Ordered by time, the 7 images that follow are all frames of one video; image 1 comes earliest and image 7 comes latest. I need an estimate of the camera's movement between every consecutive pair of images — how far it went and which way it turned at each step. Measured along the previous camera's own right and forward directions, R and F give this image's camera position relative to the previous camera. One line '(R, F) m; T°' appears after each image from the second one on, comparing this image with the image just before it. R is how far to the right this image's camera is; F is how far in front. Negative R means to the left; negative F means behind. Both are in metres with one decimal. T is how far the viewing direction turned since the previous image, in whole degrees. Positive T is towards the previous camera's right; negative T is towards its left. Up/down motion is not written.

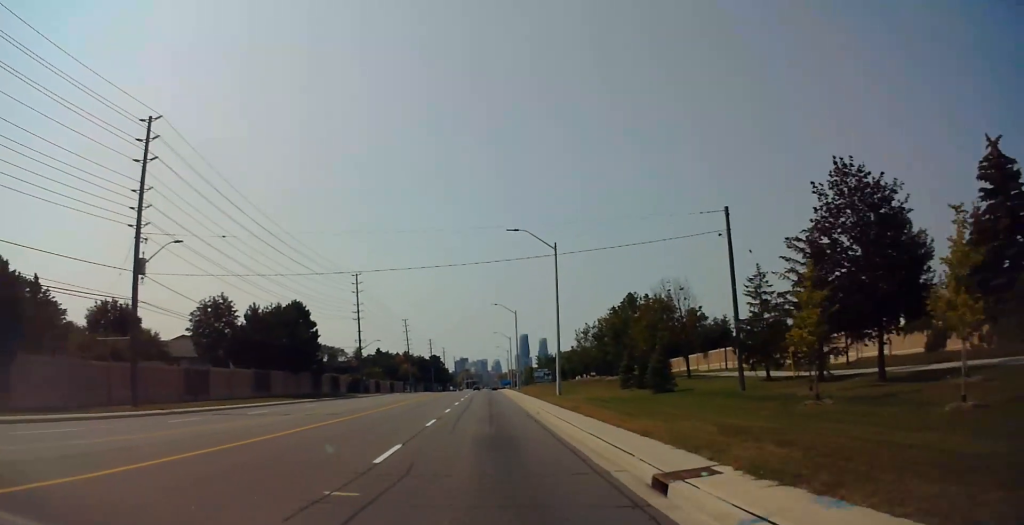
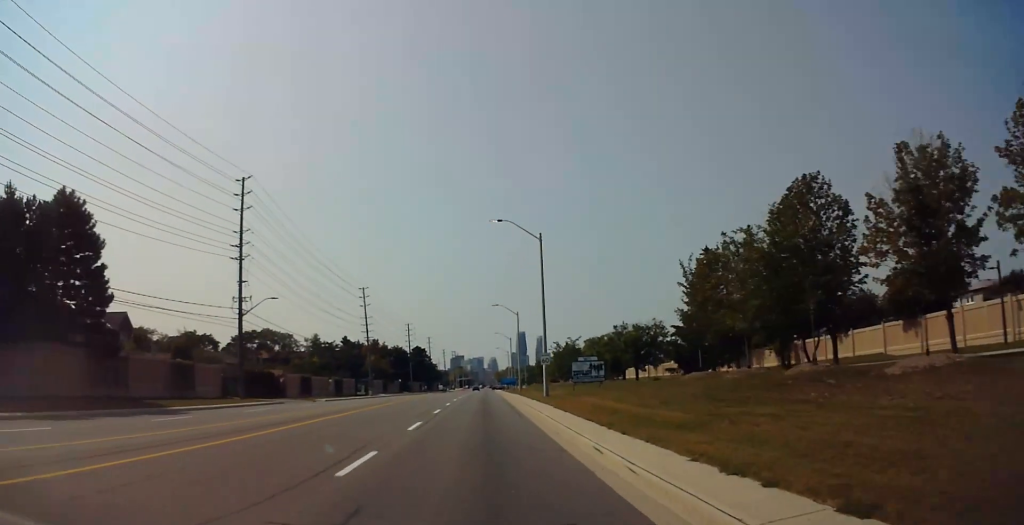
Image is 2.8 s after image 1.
(-0.5, +48.1) m; -1°
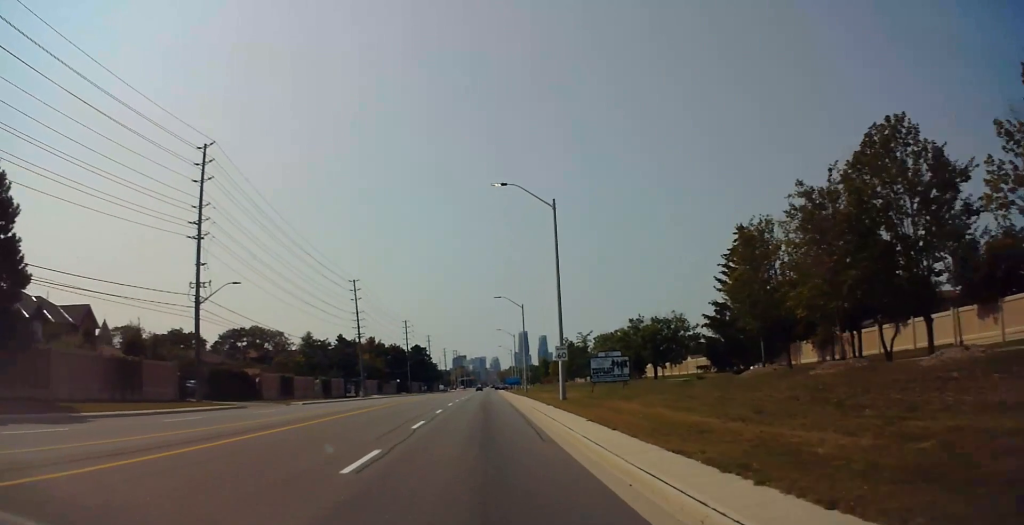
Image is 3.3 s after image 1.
(0.0, +8.6) m; 0°
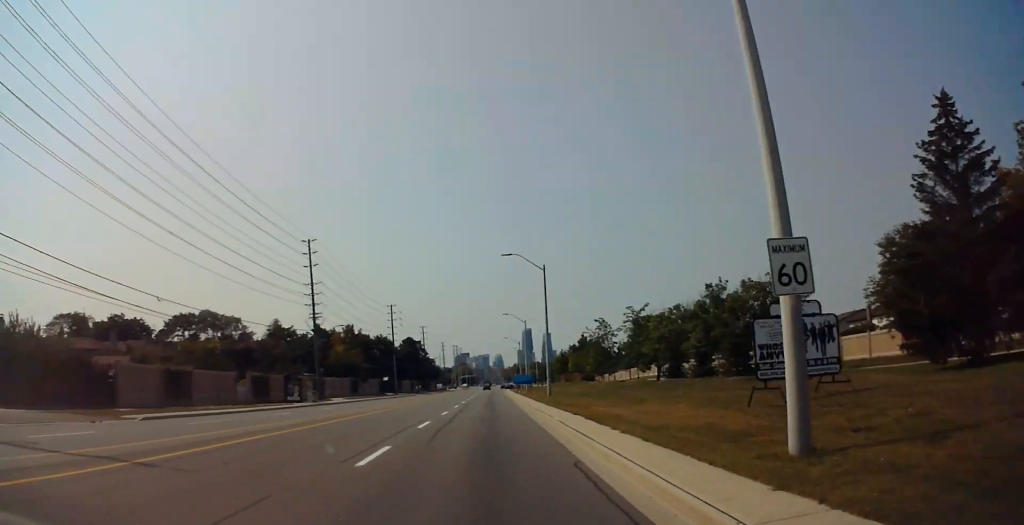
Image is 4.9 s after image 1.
(+0.1, +27.2) m; +1°
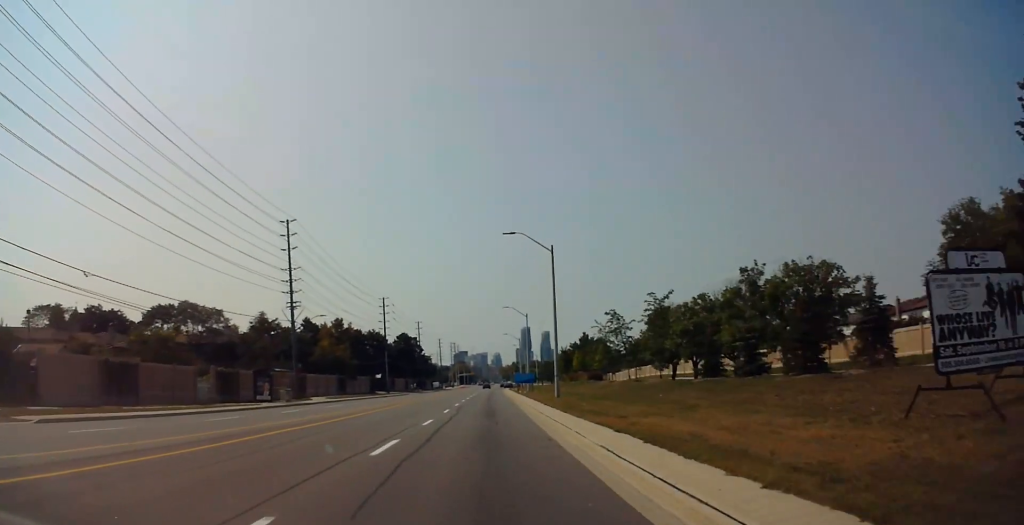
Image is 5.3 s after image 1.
(+0.2, +7.7) m; 0°
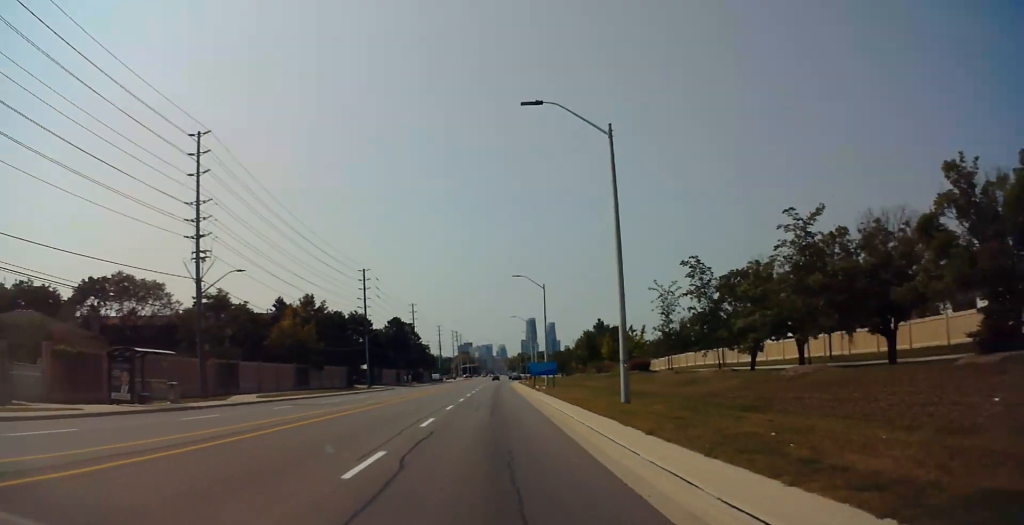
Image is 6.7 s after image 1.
(-0.2, +22.4) m; -1°
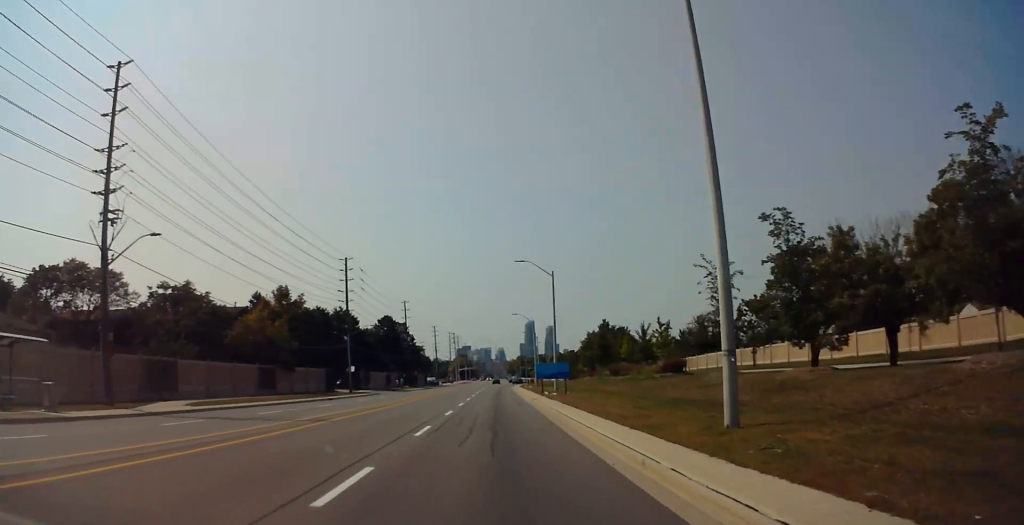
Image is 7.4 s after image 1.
(0.0, +11.1) m; 0°
